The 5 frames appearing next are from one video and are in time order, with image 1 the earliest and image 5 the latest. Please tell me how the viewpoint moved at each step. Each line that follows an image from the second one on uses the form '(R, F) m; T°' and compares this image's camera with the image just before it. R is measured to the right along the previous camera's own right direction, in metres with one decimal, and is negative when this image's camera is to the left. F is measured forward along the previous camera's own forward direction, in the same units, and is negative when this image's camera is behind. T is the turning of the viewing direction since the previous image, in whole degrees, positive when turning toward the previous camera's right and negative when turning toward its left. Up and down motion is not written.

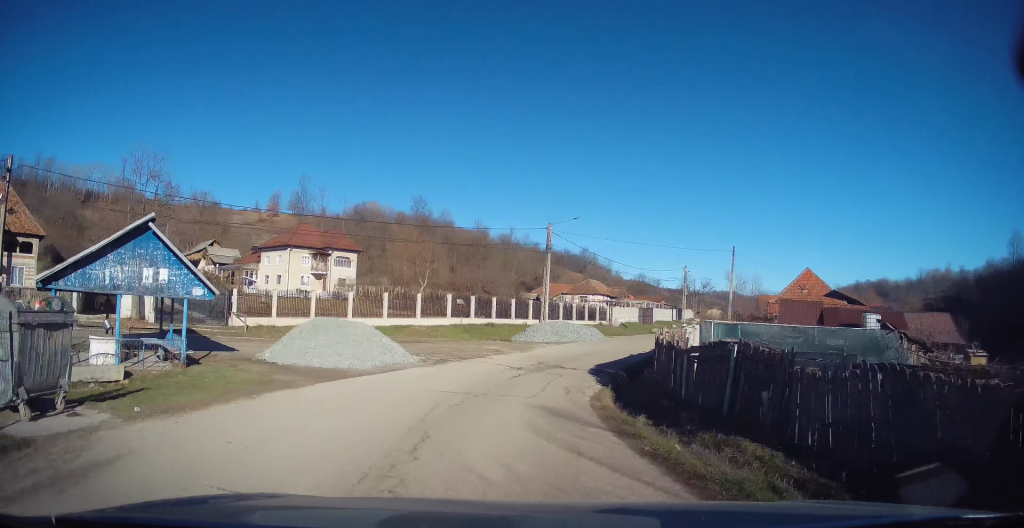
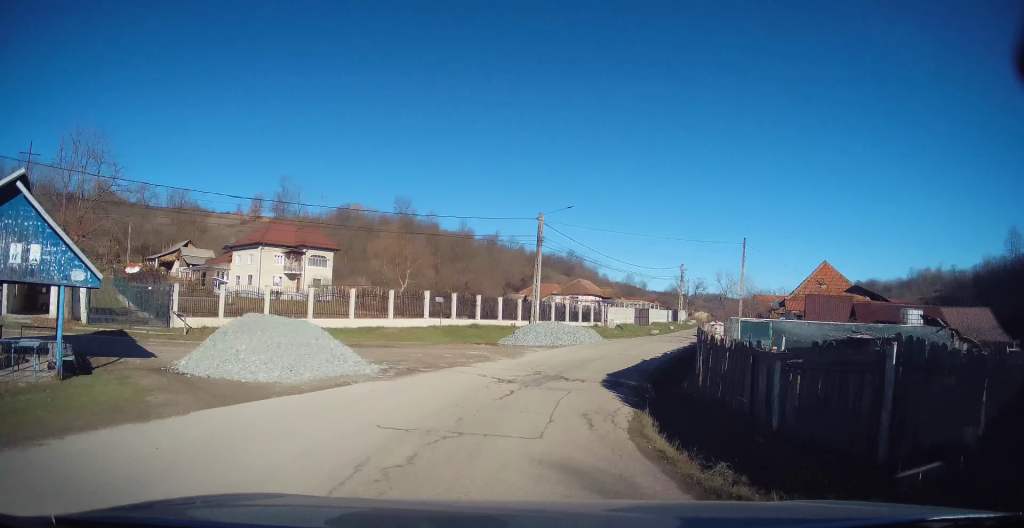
(+0.1, +4.8) m; +2°
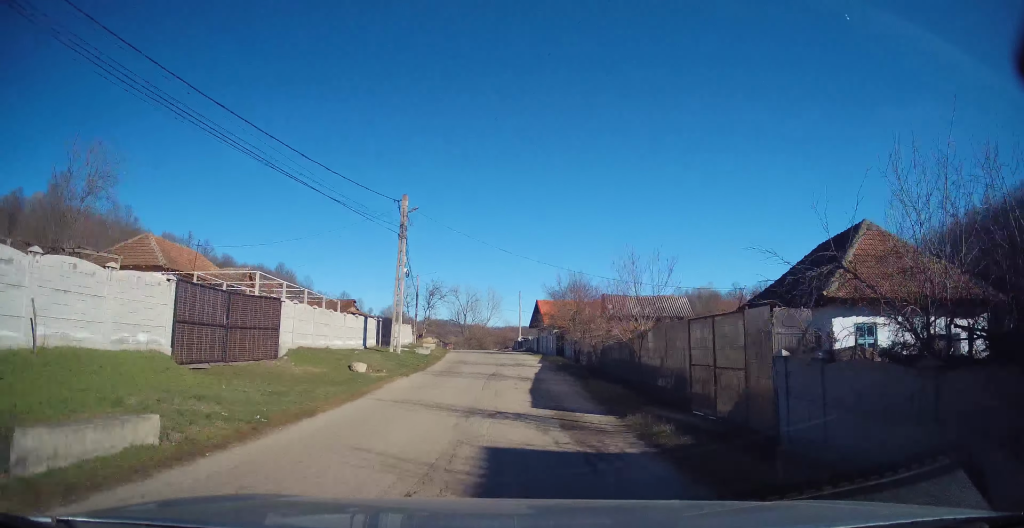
(+14.6, +45.6) m; +29°
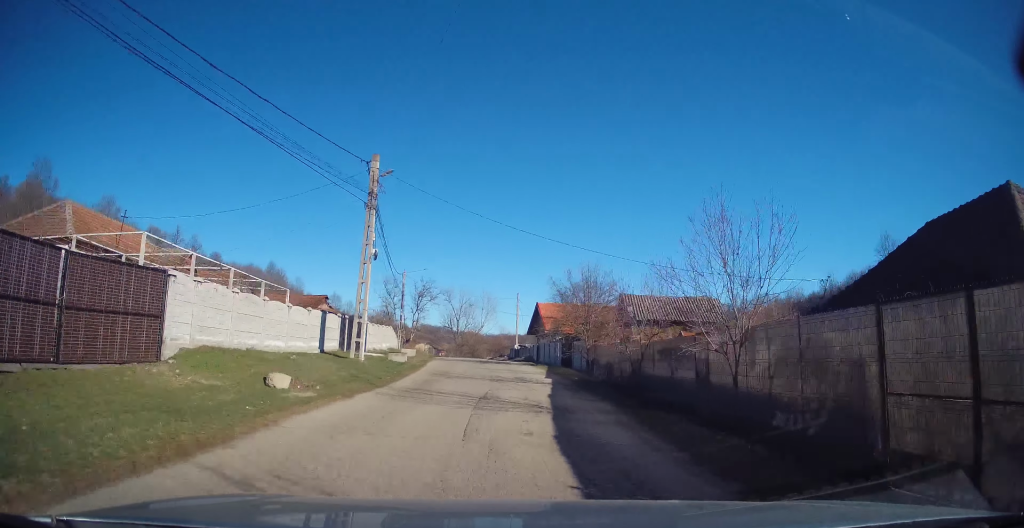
(0.0, +6.9) m; -1°
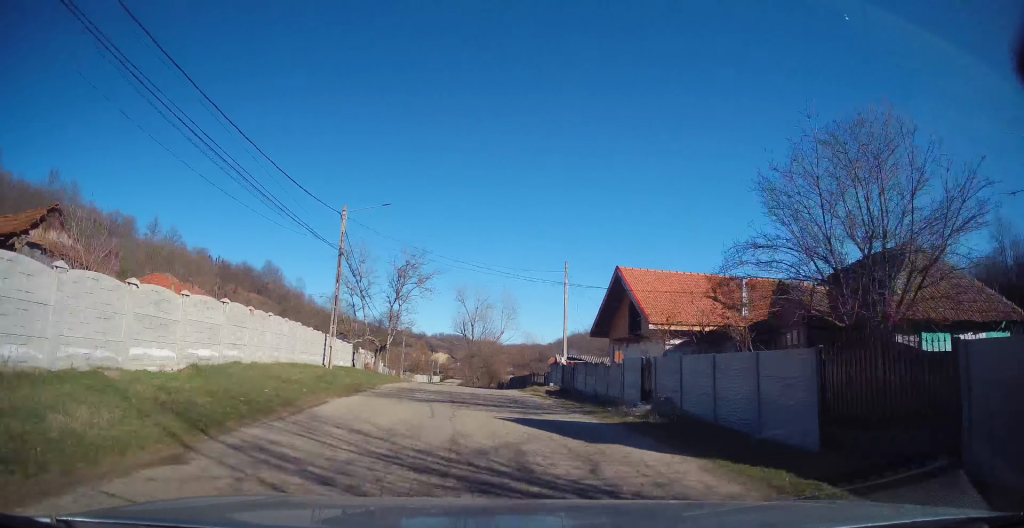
(-0.6, +28.0) m; -2°
